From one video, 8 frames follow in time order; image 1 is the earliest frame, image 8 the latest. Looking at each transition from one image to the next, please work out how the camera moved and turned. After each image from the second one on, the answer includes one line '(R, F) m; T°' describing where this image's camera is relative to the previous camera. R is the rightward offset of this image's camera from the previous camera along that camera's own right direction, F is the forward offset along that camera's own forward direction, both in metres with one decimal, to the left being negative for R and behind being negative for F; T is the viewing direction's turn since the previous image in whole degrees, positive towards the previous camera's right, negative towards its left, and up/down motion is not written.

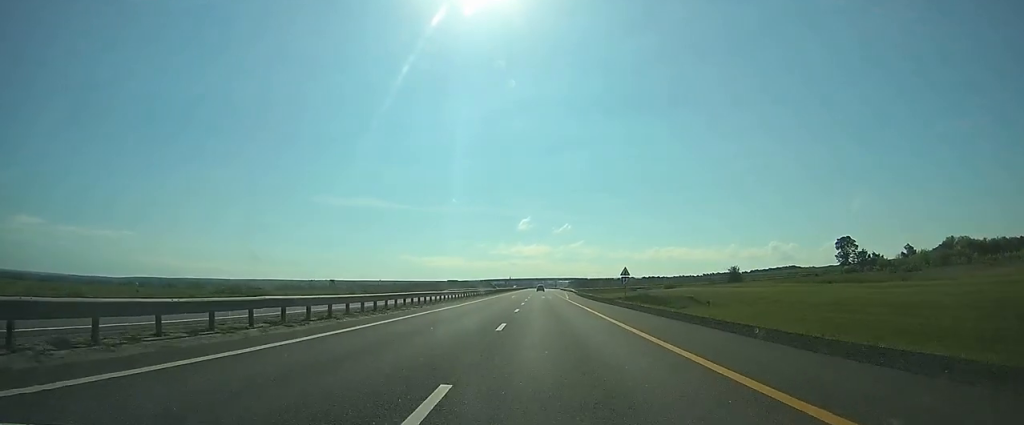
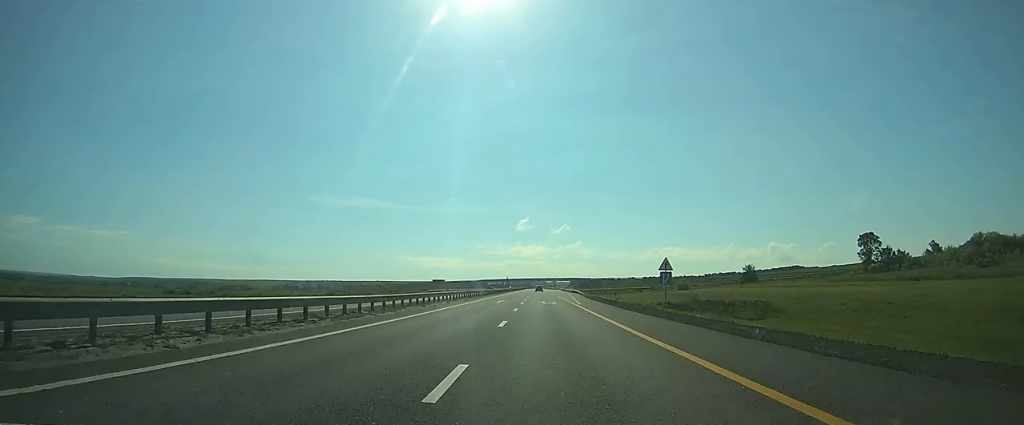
(0.0, +21.6) m; 0°
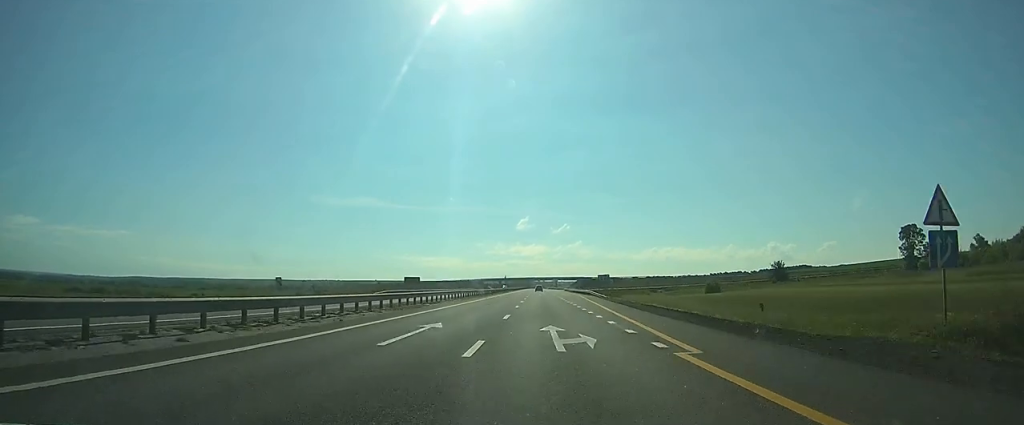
(+0.1, +31.4) m; 0°
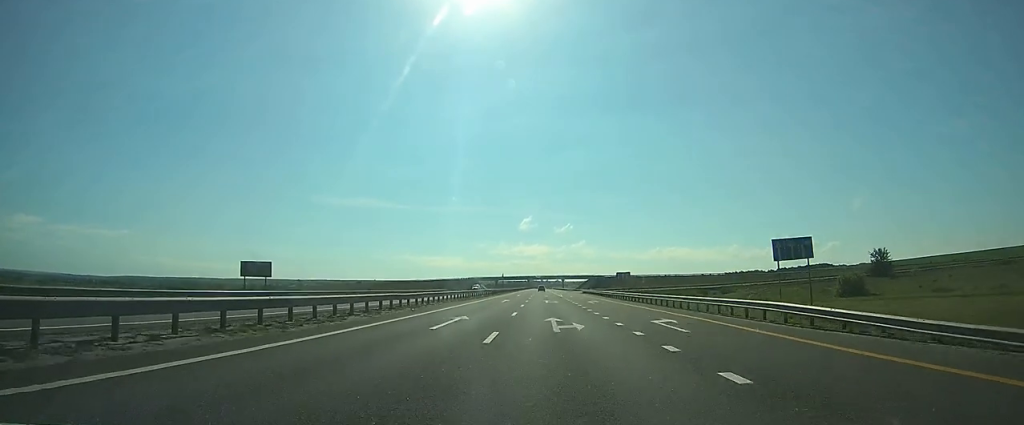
(-0.1, +67.9) m; 0°
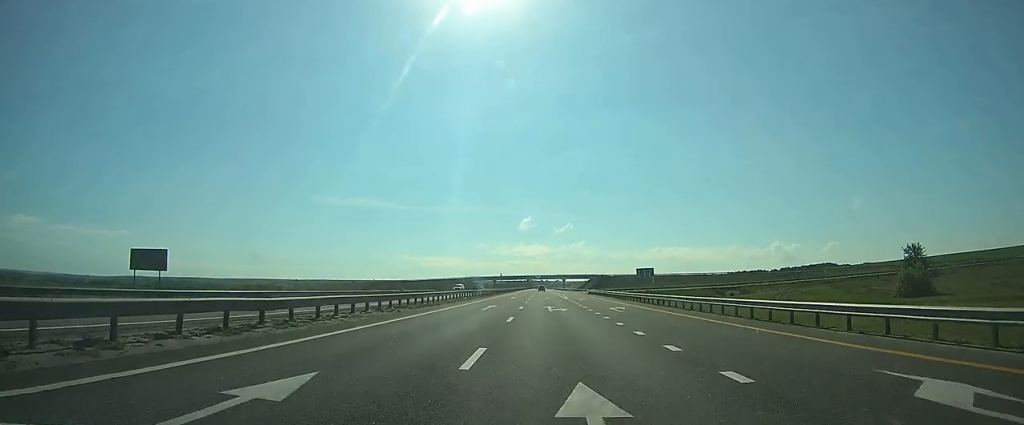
(0.0, +15.8) m; 0°
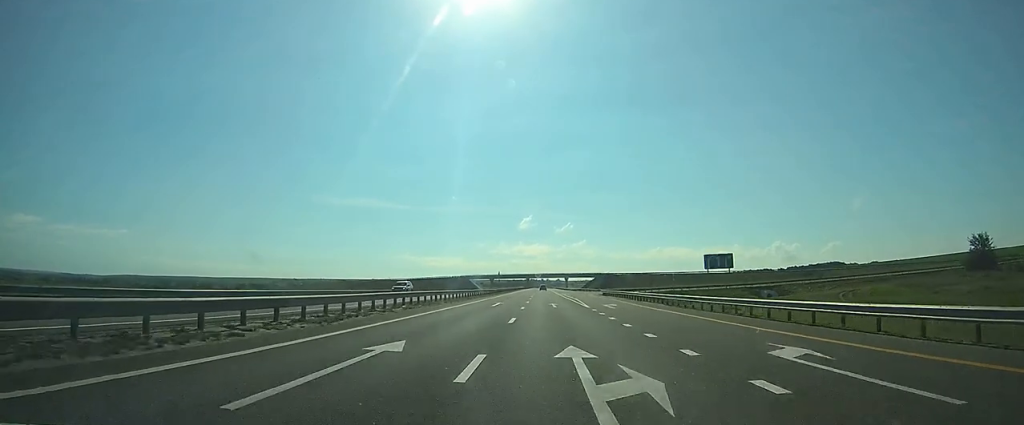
(+0.1, +24.6) m; 0°
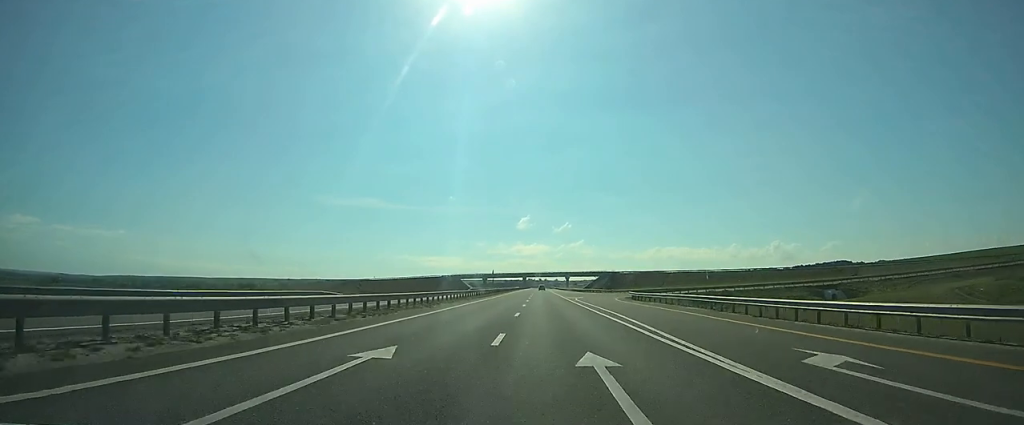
(-0.1, +30.6) m; 0°
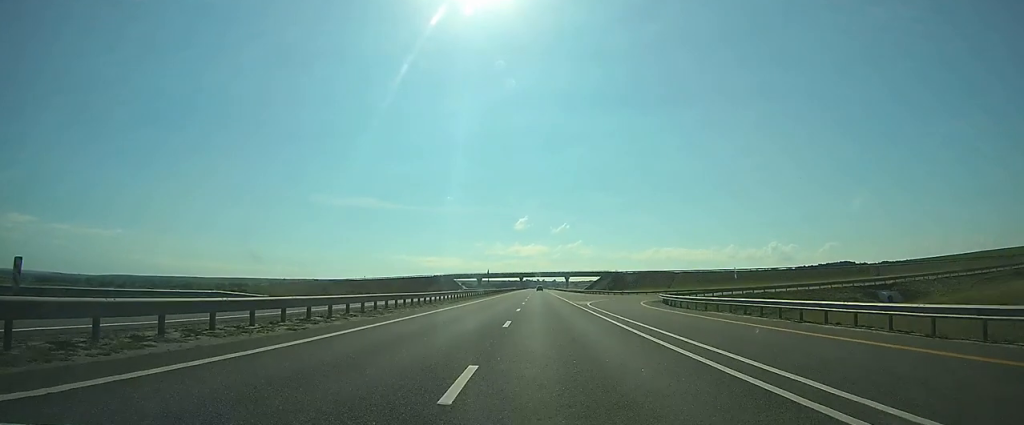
(0.0, +17.8) m; 0°
